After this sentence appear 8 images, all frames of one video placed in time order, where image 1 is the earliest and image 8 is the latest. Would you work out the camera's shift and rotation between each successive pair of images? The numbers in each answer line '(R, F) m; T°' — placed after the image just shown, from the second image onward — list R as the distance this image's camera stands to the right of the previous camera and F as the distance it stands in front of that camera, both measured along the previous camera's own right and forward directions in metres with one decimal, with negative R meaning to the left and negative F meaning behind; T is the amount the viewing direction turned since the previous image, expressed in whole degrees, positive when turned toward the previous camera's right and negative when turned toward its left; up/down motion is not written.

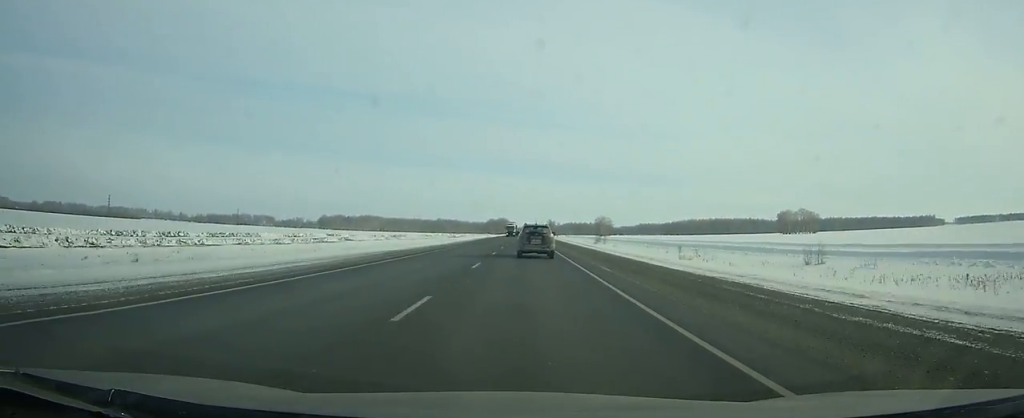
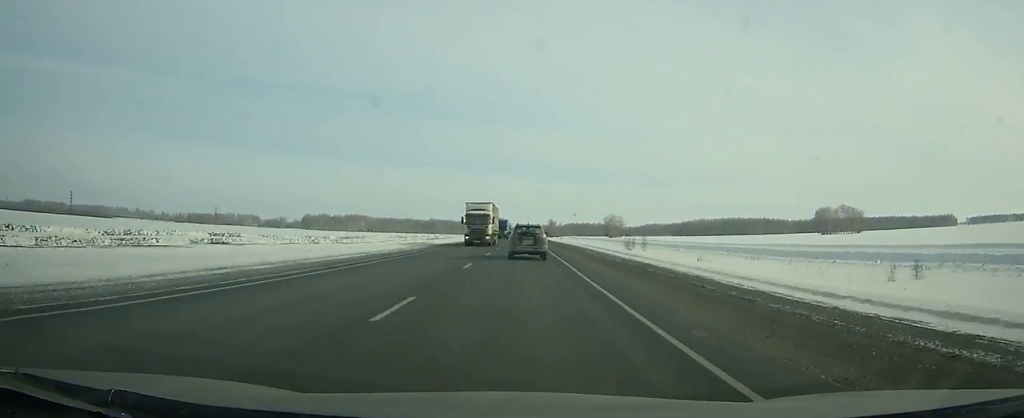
(0.0, +58.8) m; 0°
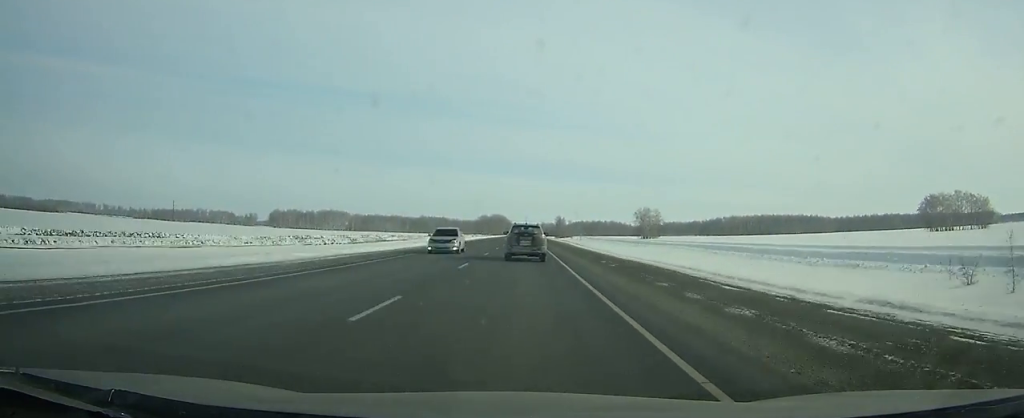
(-0.1, +108.8) m; 0°
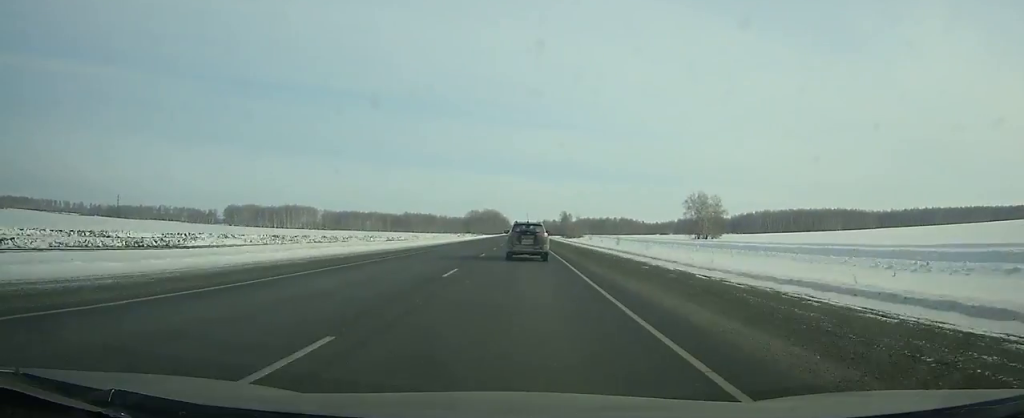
(-0.2, +99.5) m; 0°
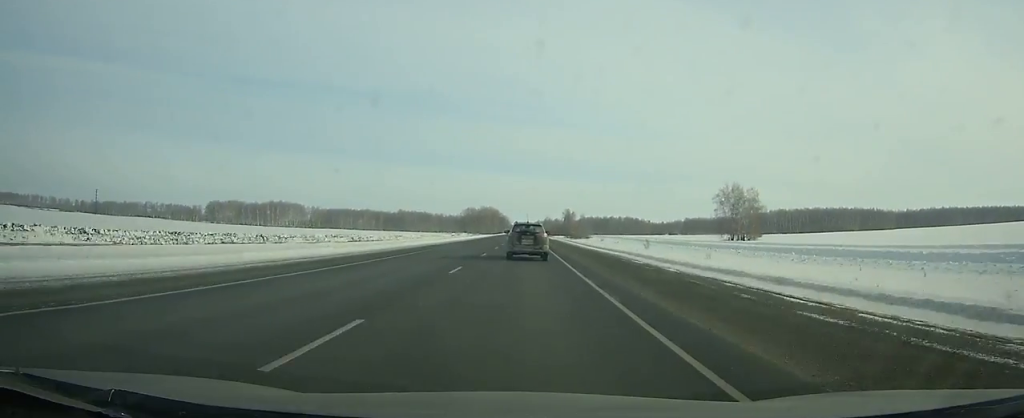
(0.0, +35.1) m; 0°
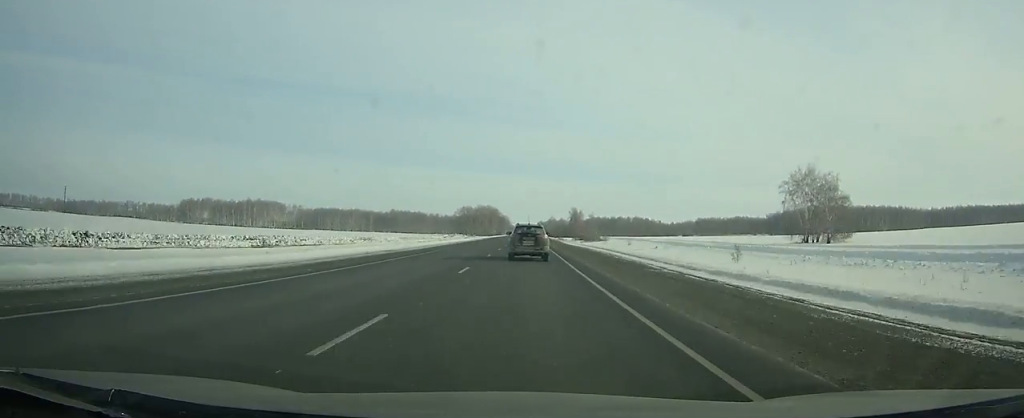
(0.0, +46.6) m; 0°
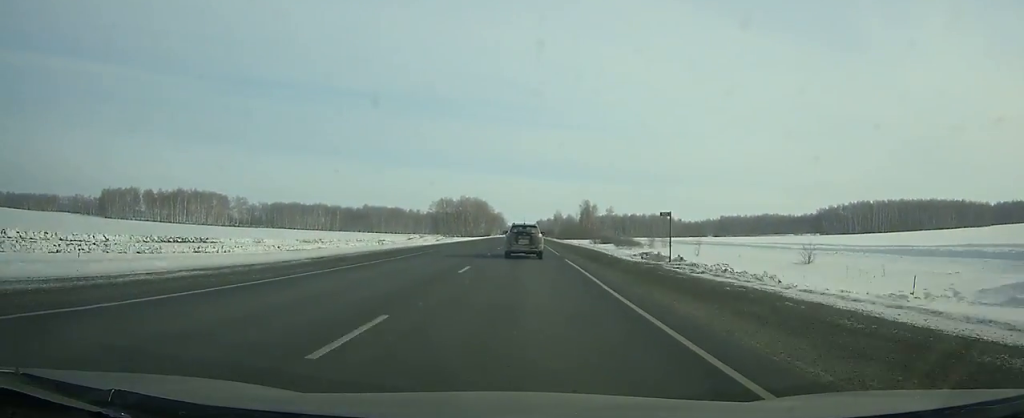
(-0.1, +96.1) m; 0°
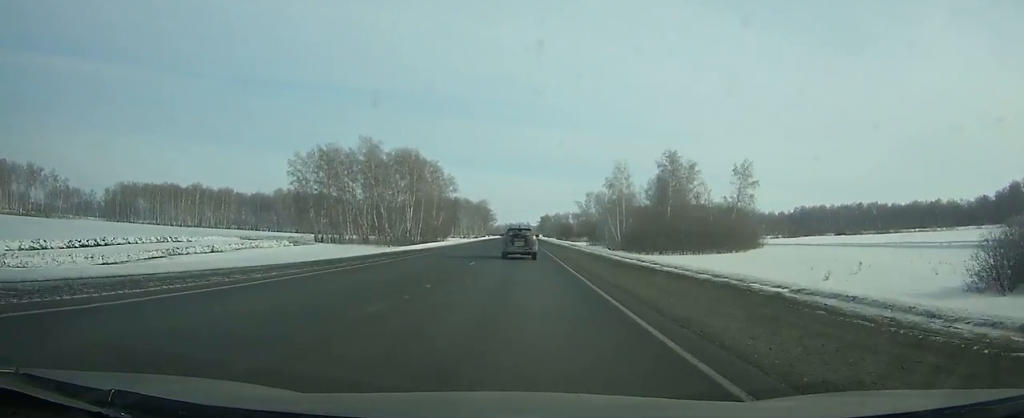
(+0.4, +186.4) m; 0°
